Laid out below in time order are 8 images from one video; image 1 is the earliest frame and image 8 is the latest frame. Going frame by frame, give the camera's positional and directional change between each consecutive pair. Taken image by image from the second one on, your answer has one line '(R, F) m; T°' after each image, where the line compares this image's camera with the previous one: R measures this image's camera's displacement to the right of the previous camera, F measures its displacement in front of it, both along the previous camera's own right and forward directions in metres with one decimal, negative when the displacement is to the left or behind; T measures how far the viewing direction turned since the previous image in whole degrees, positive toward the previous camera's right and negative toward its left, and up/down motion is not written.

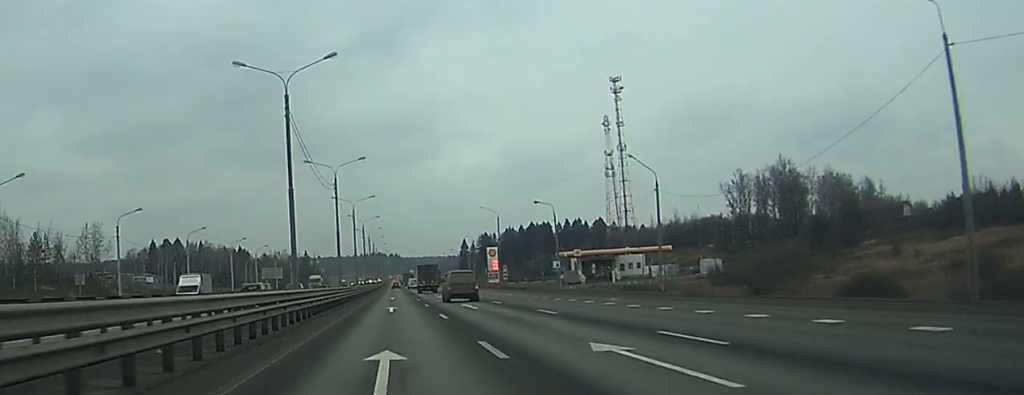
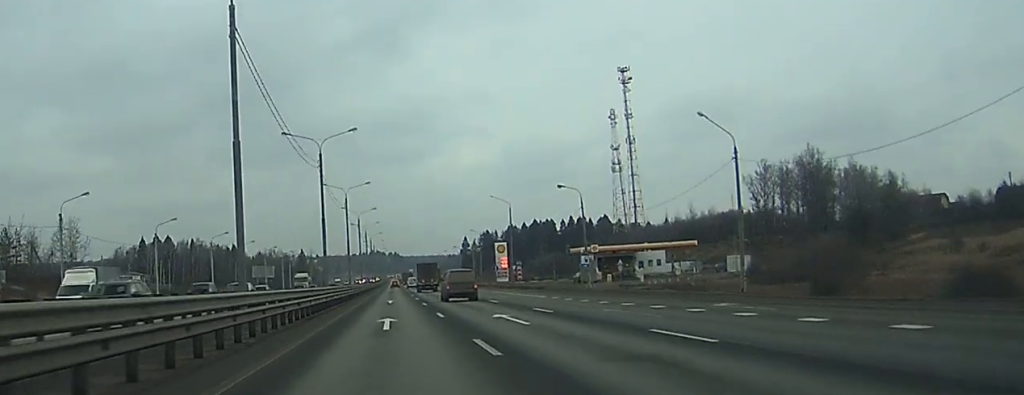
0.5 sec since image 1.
(0.0, +15.7) m; 0°
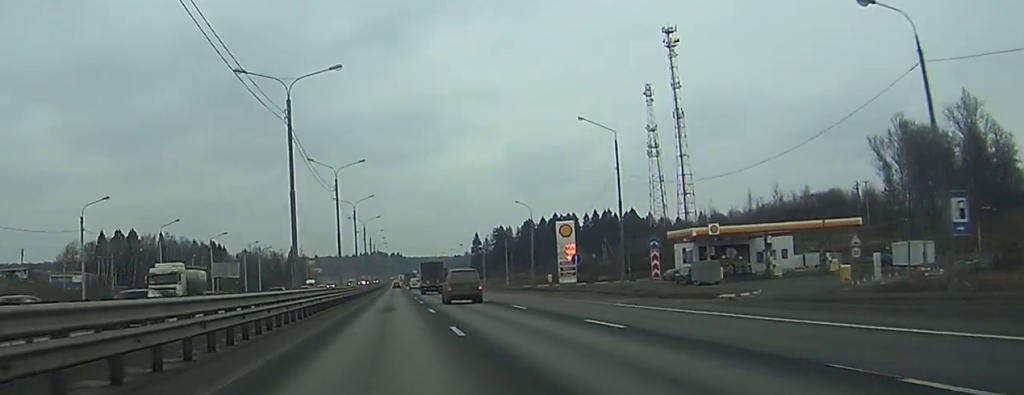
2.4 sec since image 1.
(0.0, +58.3) m; 0°
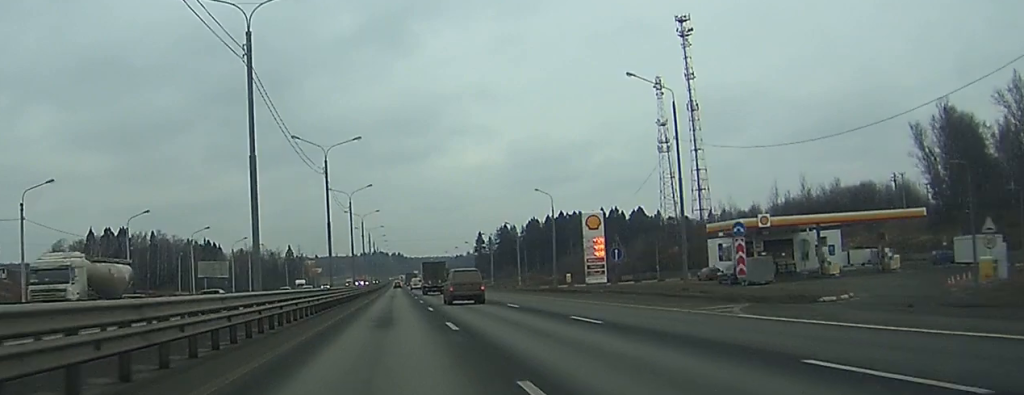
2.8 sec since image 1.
(0.0, +13.6) m; 0°
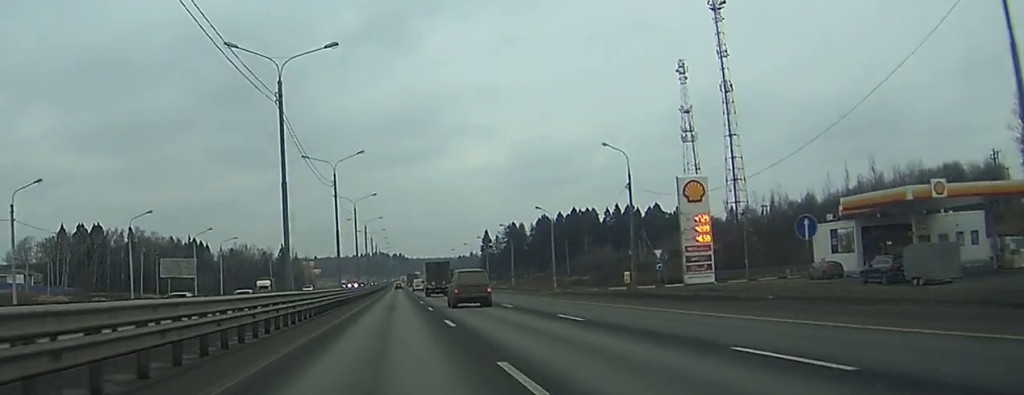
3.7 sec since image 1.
(0.0, +29.2) m; 0°
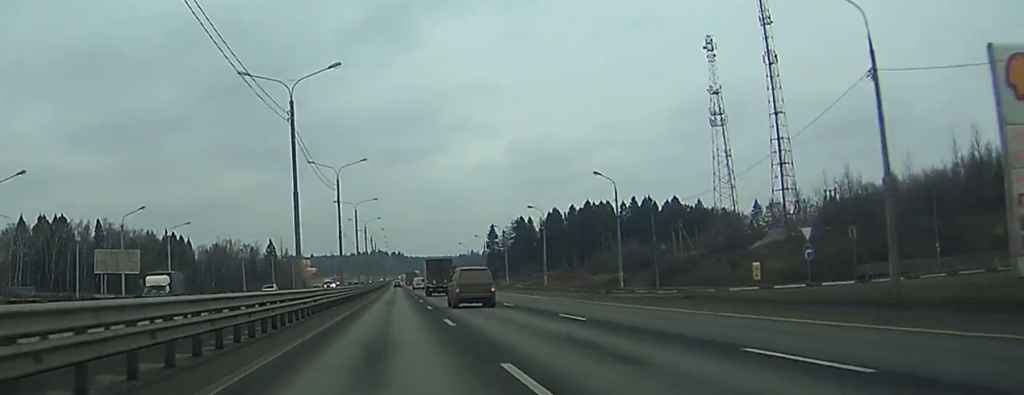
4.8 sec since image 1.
(0.0, +32.6) m; 0°
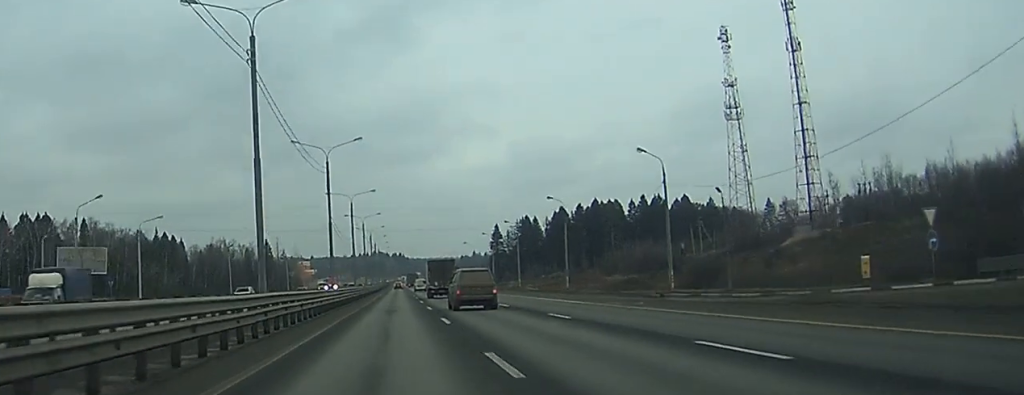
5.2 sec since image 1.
(0.0, +13.7) m; 0°
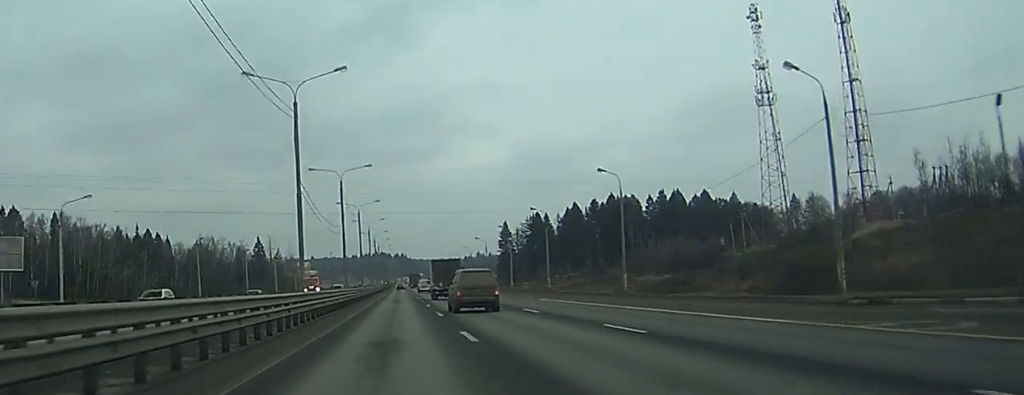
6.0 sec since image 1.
(0.0, +24.4) m; 0°
